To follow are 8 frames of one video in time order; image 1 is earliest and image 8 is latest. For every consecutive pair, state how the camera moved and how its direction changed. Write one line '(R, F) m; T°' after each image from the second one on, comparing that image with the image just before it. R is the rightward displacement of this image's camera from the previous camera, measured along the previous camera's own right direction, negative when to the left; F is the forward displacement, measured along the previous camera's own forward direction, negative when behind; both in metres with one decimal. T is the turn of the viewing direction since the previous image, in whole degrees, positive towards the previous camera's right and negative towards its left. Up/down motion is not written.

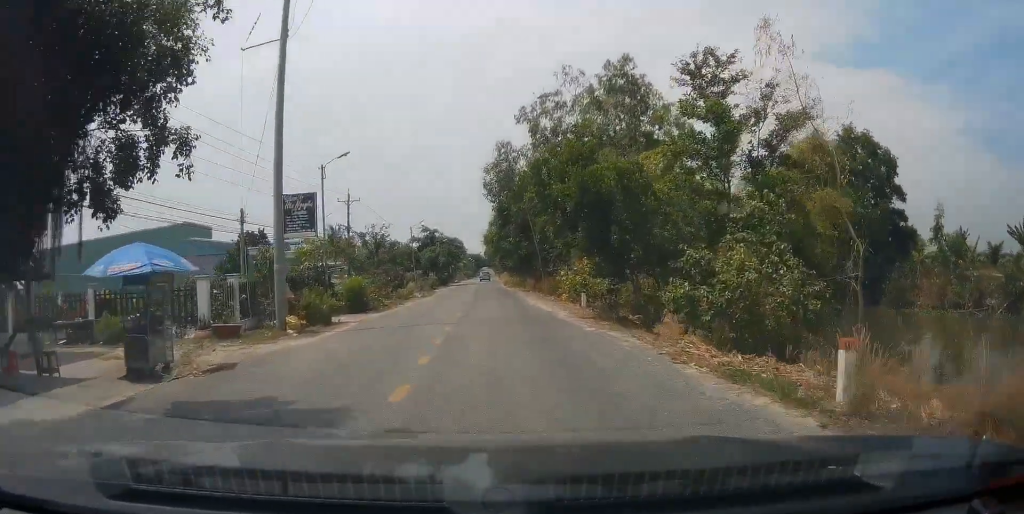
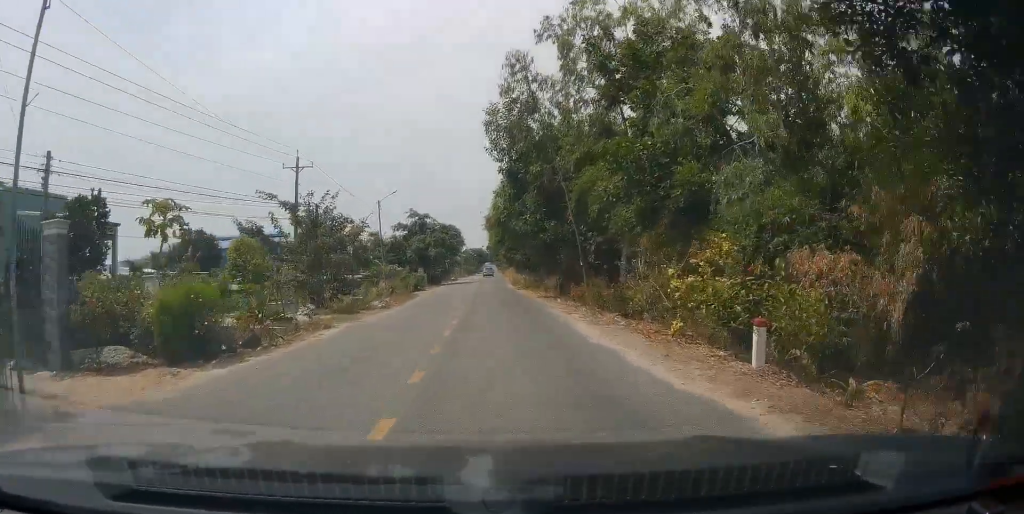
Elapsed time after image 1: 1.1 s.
(0.0, +16.2) m; -1°
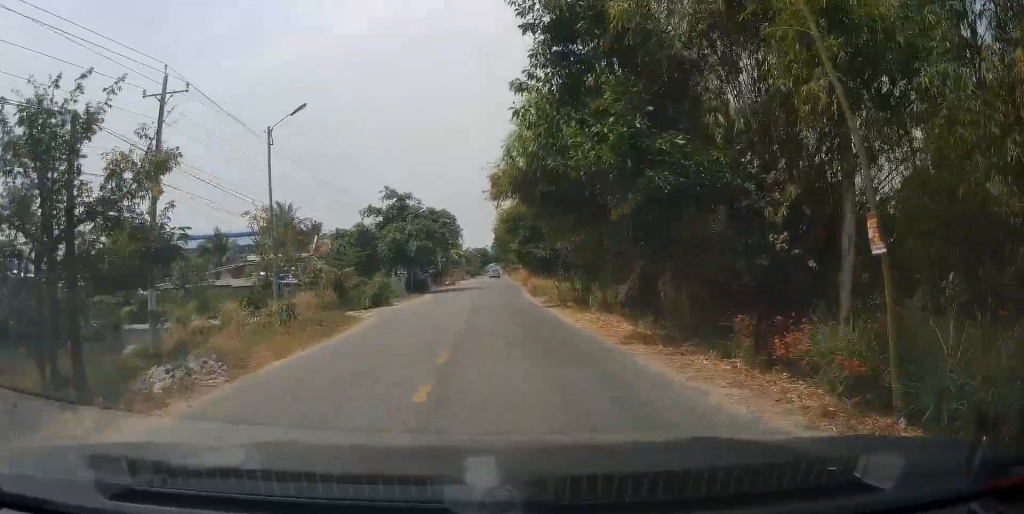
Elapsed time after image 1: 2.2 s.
(-0.4, +19.1) m; 0°
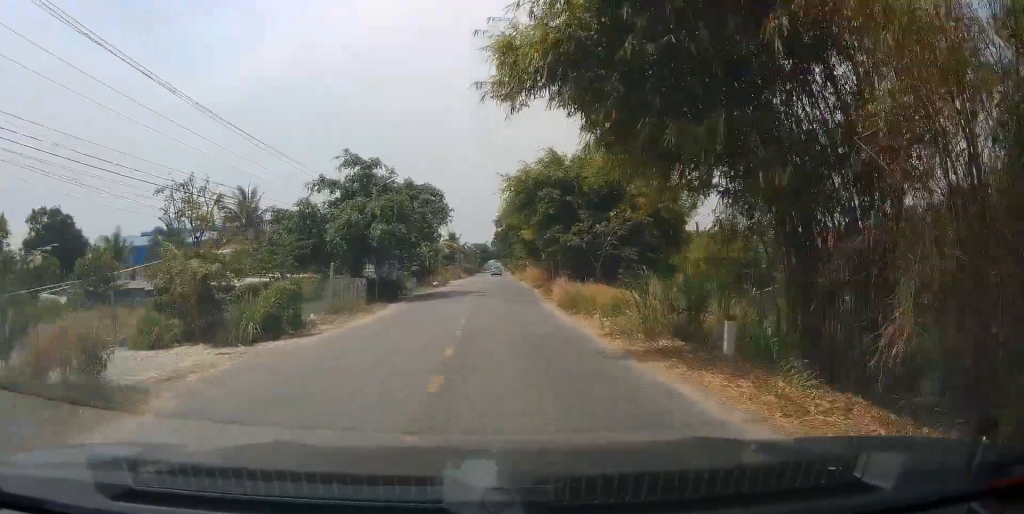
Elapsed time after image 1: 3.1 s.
(+0.3, +14.4) m; +1°
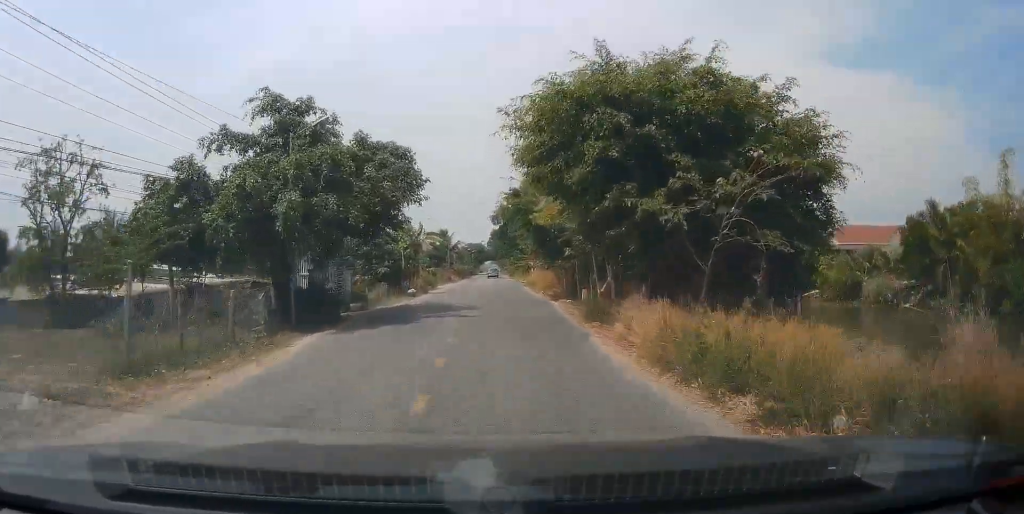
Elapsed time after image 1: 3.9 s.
(0.0, +12.6) m; 0°
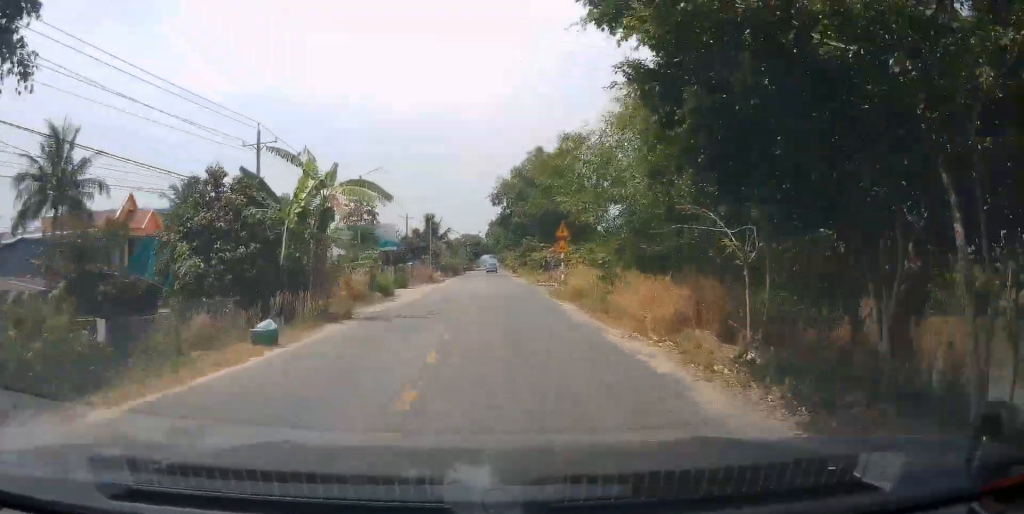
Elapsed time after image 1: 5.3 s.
(0.0, +24.3) m; 0°
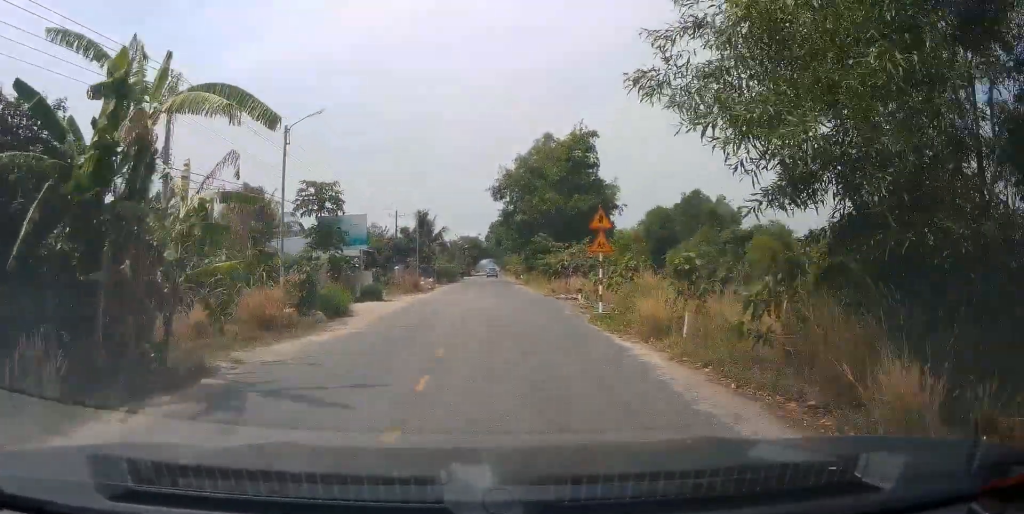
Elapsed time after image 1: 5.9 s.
(0.0, +10.9) m; +1°
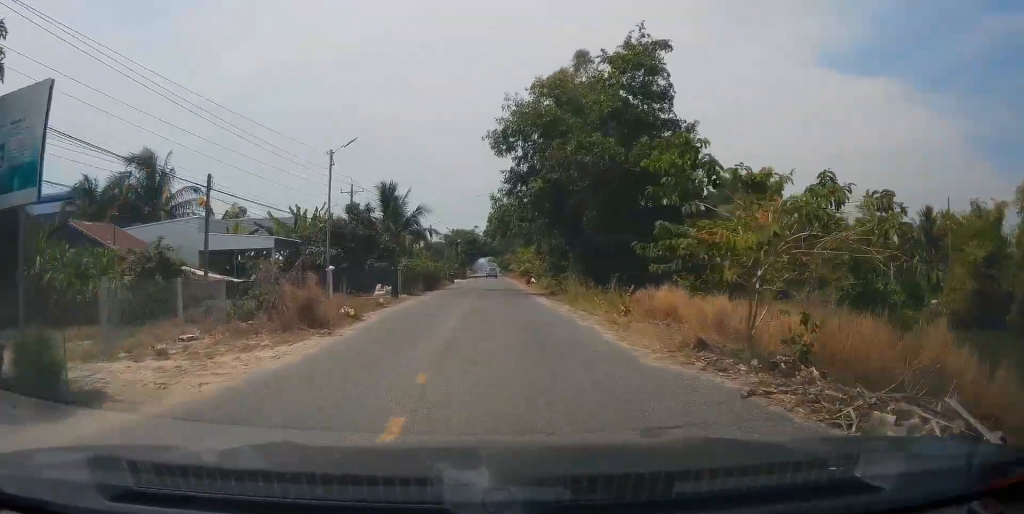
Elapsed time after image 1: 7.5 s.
(+0.2, +26.8) m; -1°
